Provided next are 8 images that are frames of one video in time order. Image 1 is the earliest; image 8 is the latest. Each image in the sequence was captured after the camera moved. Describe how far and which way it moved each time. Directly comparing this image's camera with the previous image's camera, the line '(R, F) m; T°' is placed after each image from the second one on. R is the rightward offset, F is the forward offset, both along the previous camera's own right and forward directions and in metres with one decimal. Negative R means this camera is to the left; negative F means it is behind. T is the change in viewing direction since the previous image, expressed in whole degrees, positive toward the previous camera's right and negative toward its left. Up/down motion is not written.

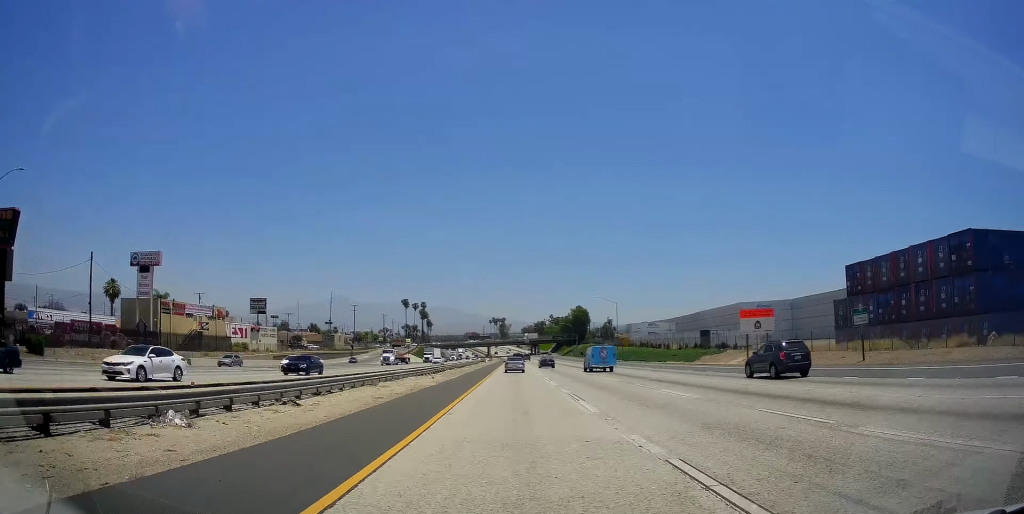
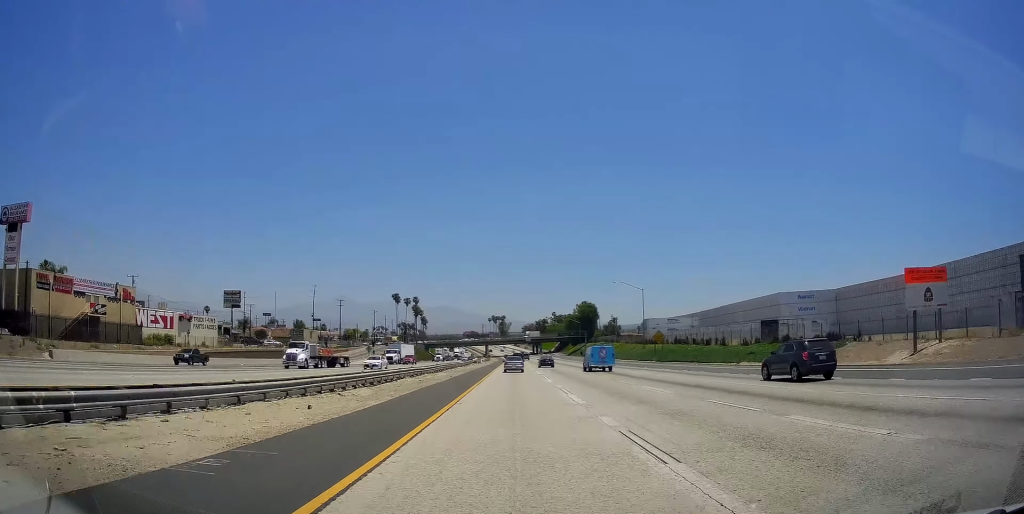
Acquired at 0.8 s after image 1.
(+0.2, +21.9) m; 0°
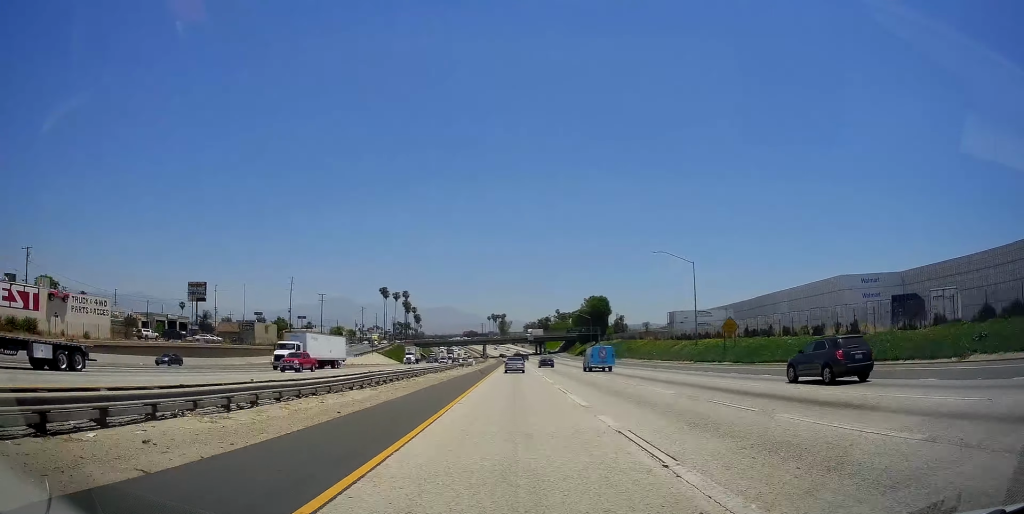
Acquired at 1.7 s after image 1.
(-0.1, +24.4) m; 0°
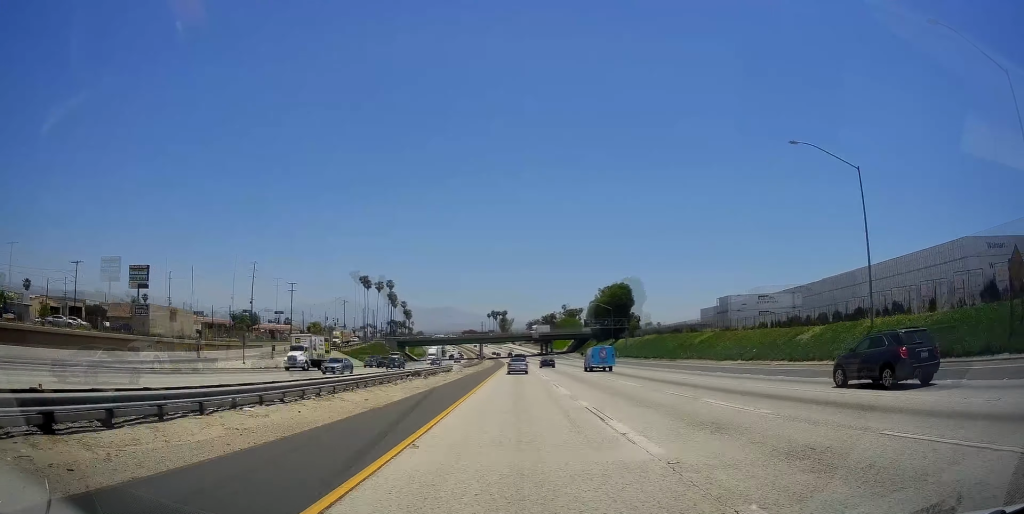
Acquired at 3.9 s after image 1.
(-0.3, +59.6) m; 0°
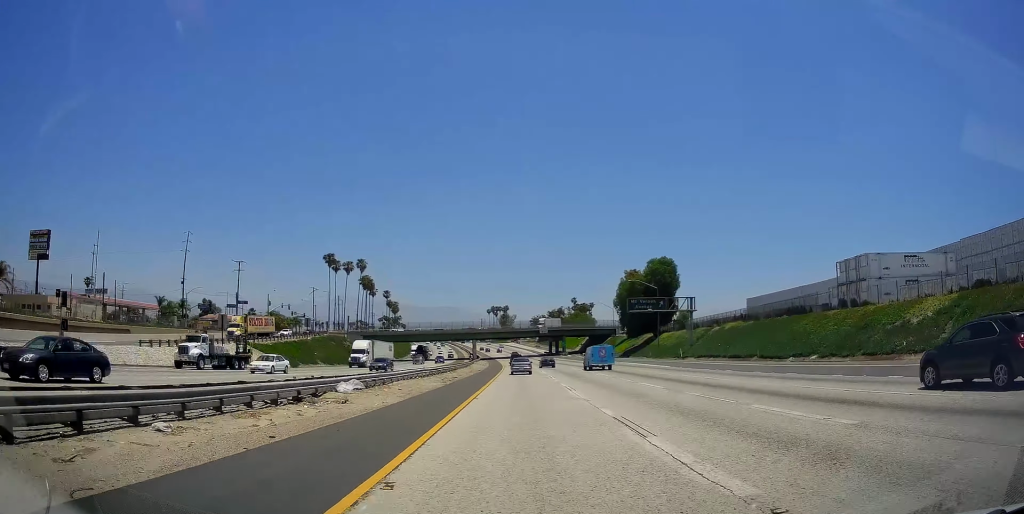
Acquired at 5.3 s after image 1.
(+0.3, +44.3) m; 0°
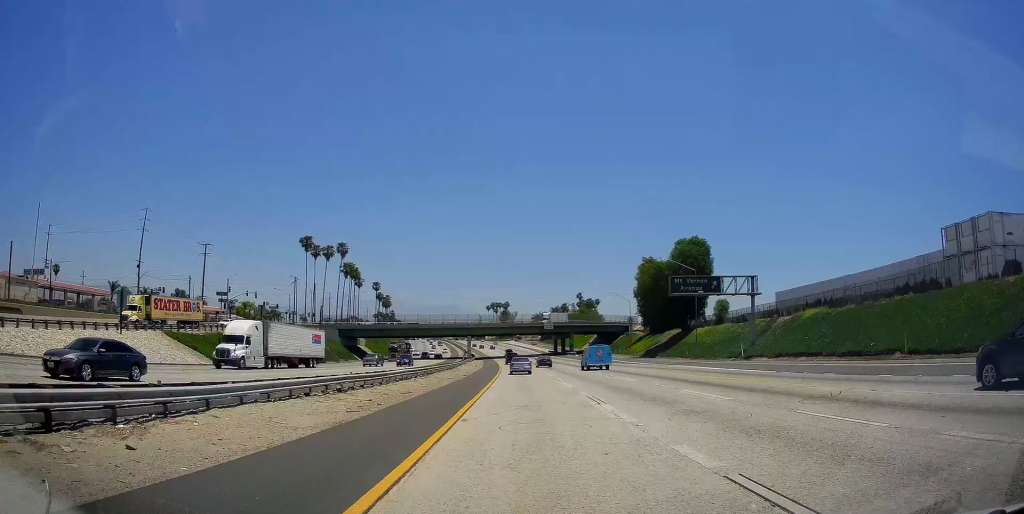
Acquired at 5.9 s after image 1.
(-0.1, +19.9) m; 0°
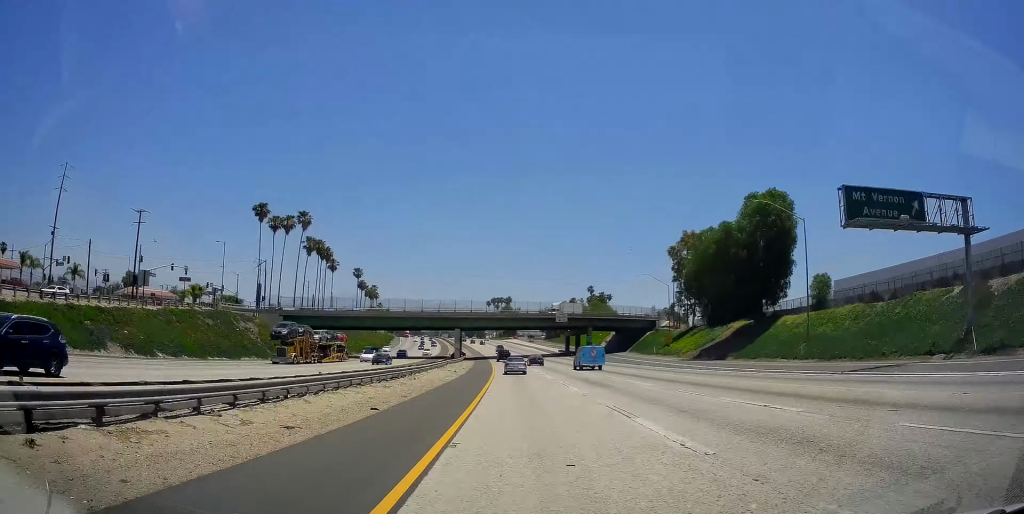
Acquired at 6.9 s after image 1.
(-0.2, +30.5) m; -1°
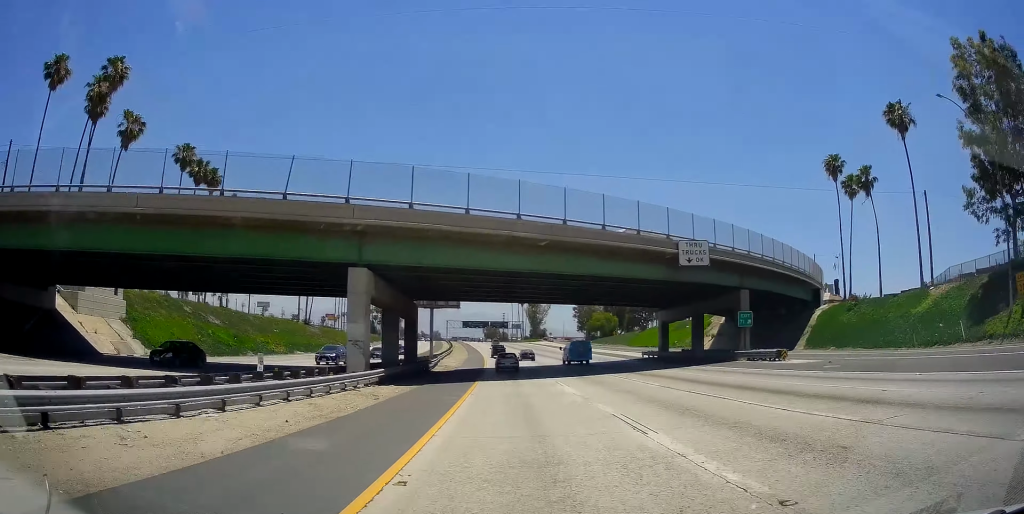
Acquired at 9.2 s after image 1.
(-0.4, +72.8) m; -1°
